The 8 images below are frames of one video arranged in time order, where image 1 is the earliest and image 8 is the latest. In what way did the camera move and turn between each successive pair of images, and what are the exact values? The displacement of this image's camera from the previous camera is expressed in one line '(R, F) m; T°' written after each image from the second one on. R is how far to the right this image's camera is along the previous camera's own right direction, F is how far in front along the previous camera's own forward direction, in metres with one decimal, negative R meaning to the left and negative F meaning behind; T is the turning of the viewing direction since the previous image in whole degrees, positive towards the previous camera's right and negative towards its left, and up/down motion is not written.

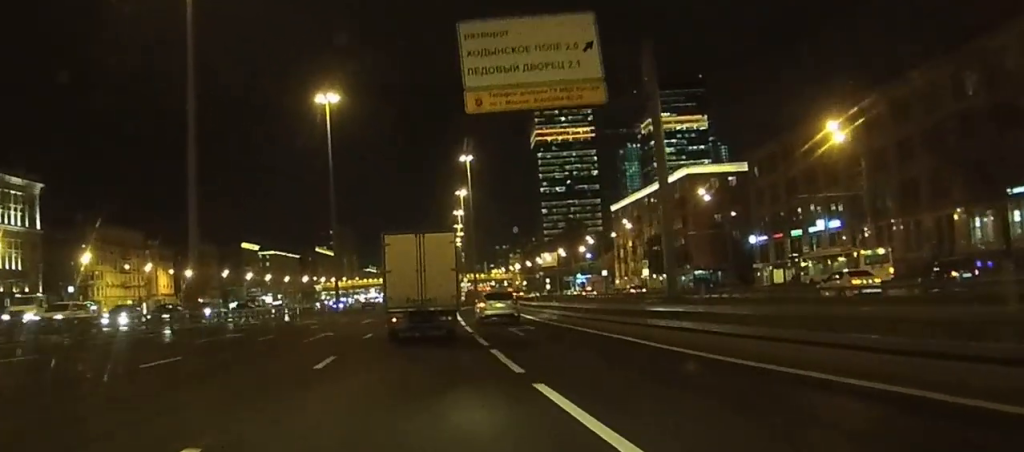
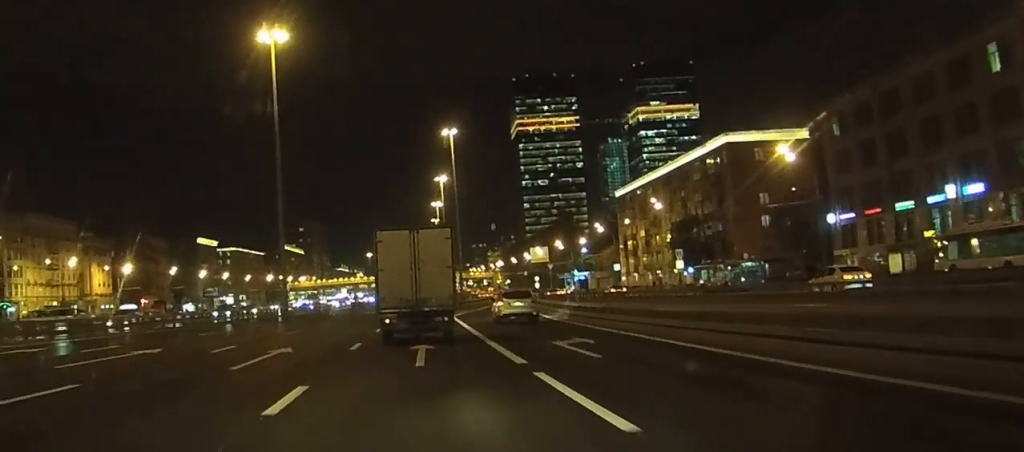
(+0.5, +30.2) m; +1°
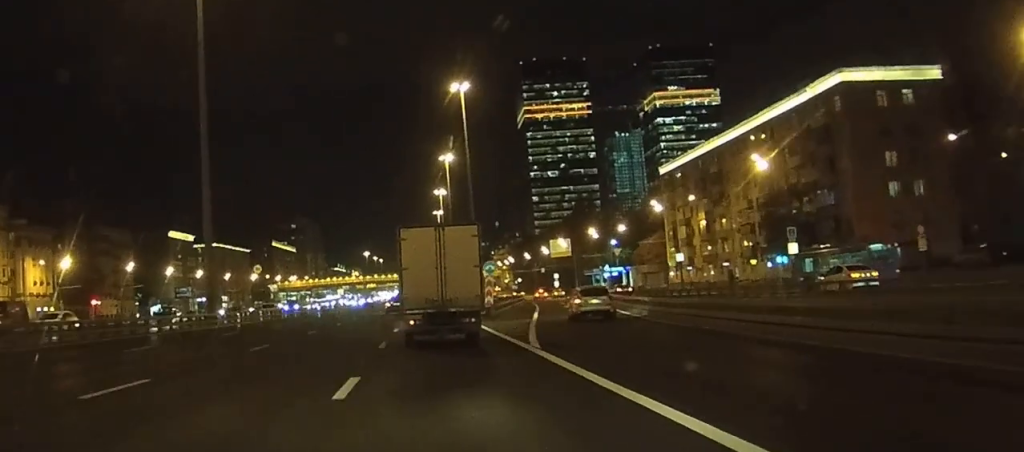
(0.0, +33.9) m; 0°
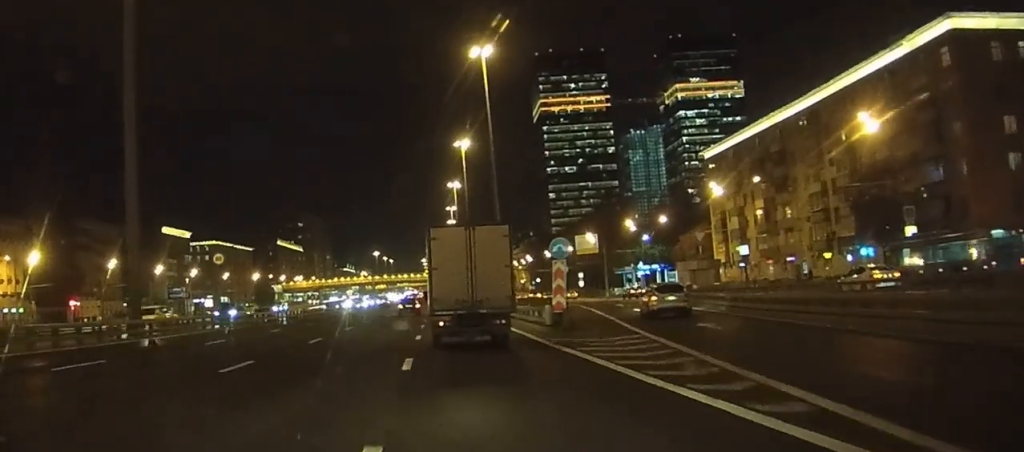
(0.0, +17.1) m; 0°
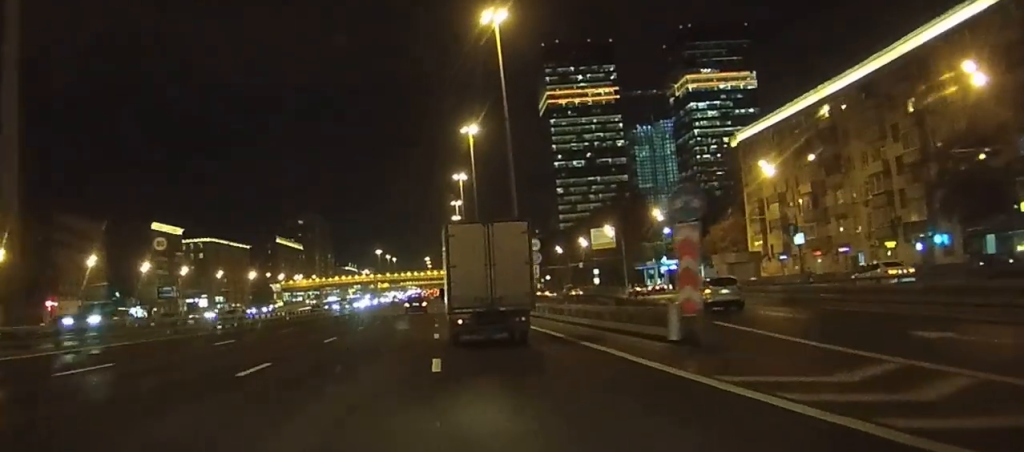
(0.0, +11.7) m; 0°
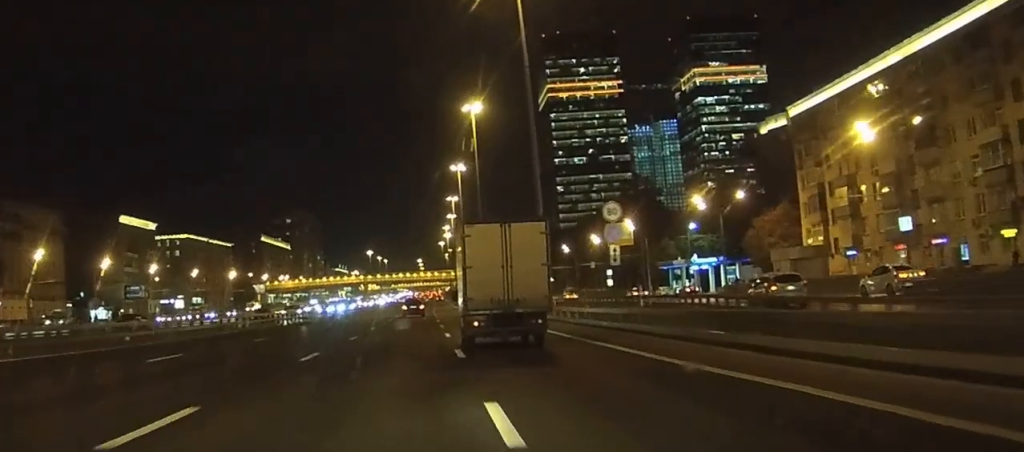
(+0.1, +17.4) m; +1°
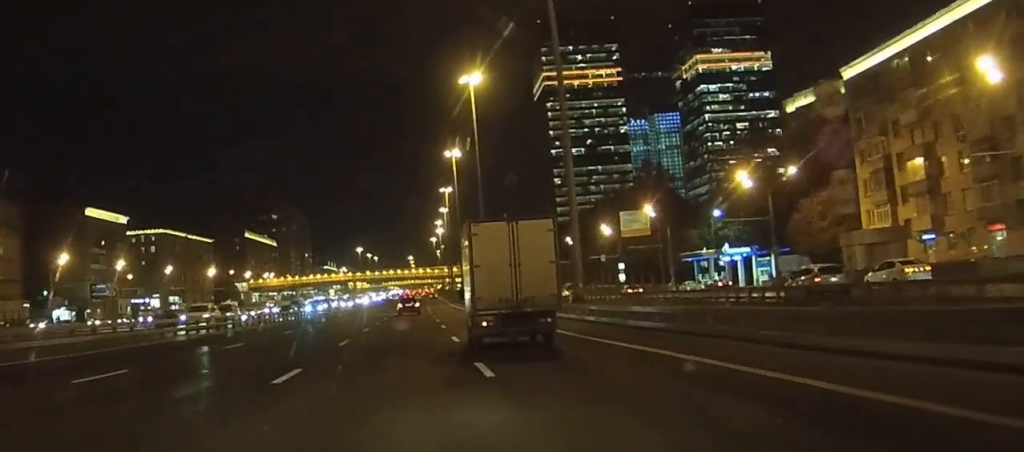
(+0.1, +15.7) m; 0°
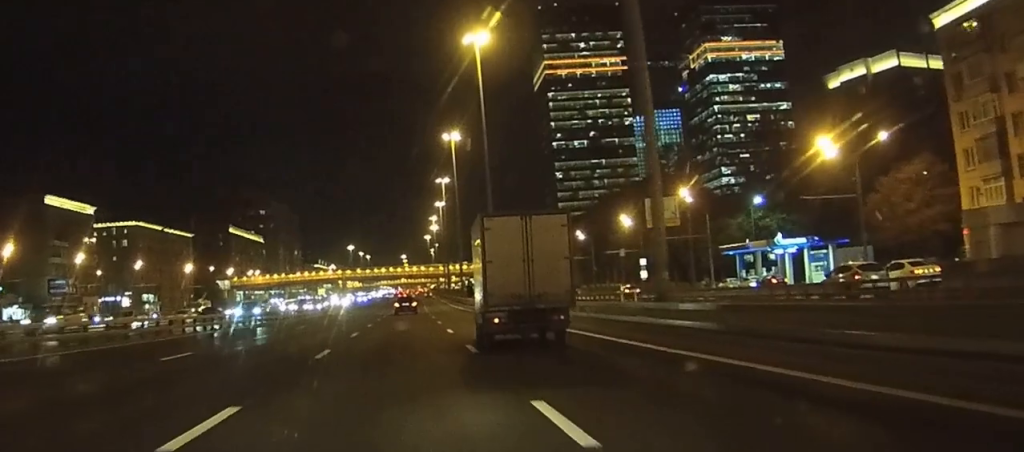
(0.0, +20.4) m; 0°
